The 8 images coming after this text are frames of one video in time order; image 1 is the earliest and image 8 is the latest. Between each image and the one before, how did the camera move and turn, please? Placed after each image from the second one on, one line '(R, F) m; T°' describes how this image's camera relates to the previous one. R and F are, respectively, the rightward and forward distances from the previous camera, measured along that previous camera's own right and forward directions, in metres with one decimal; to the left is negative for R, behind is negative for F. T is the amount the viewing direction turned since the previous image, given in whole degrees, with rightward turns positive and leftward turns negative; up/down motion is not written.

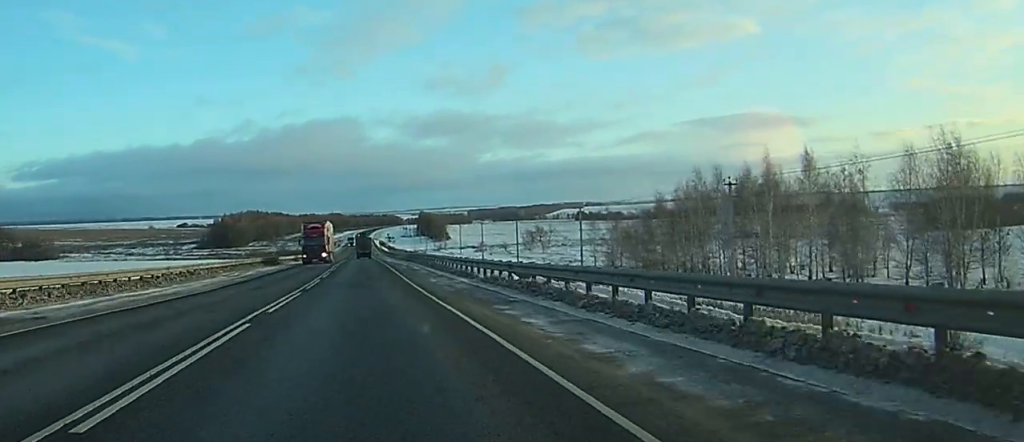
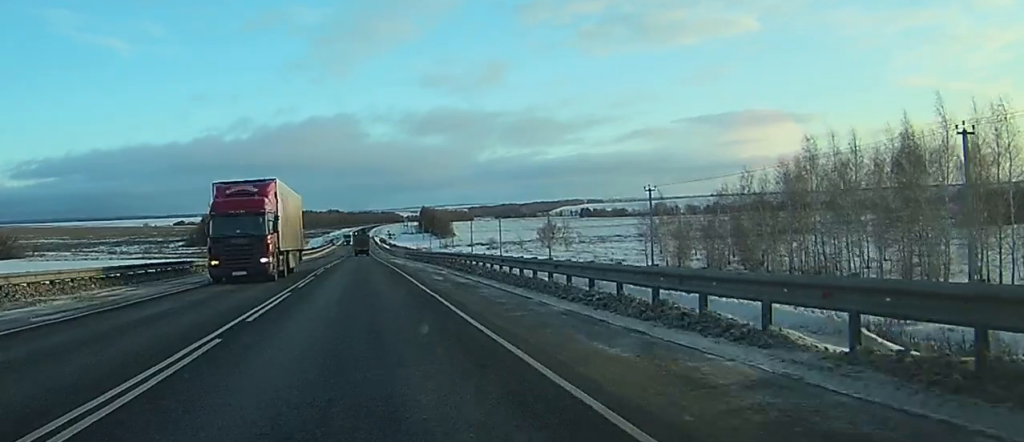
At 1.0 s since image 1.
(0.0, +26.5) m; 0°
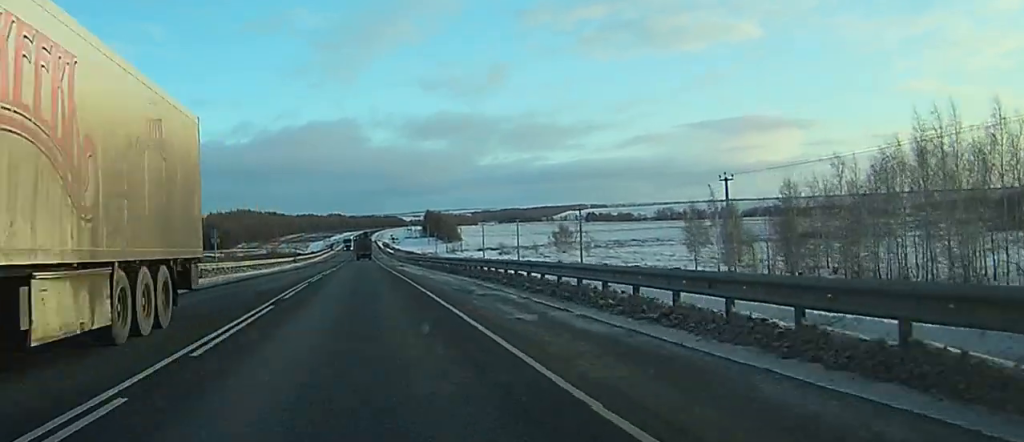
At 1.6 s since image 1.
(0.0, +16.8) m; 0°
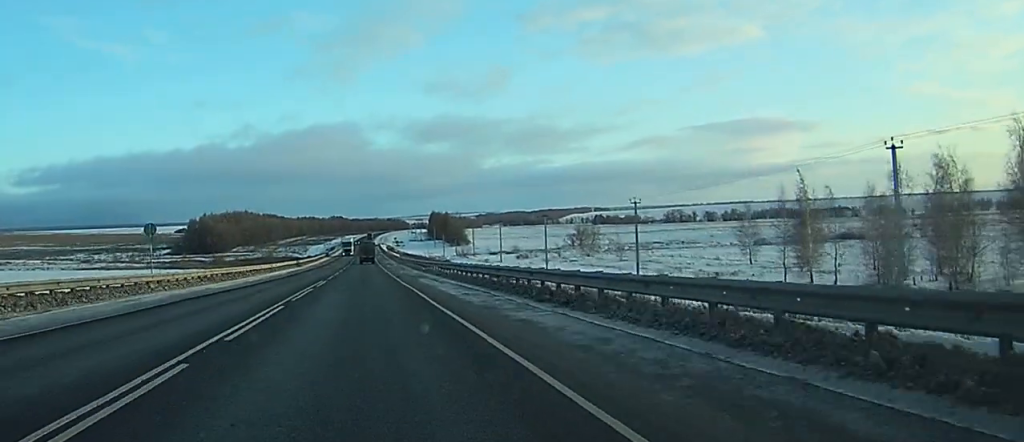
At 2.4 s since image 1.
(-0.1, +21.3) m; 0°
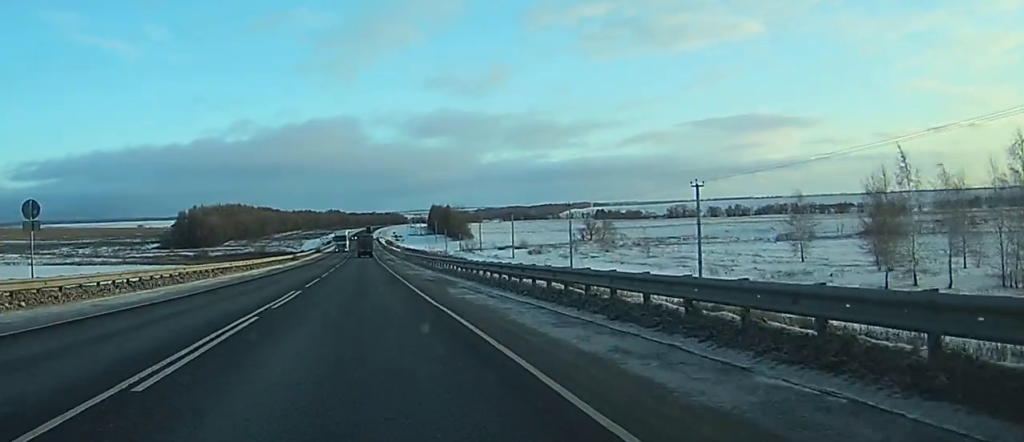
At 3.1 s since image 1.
(+0.1, +16.9) m; 0°
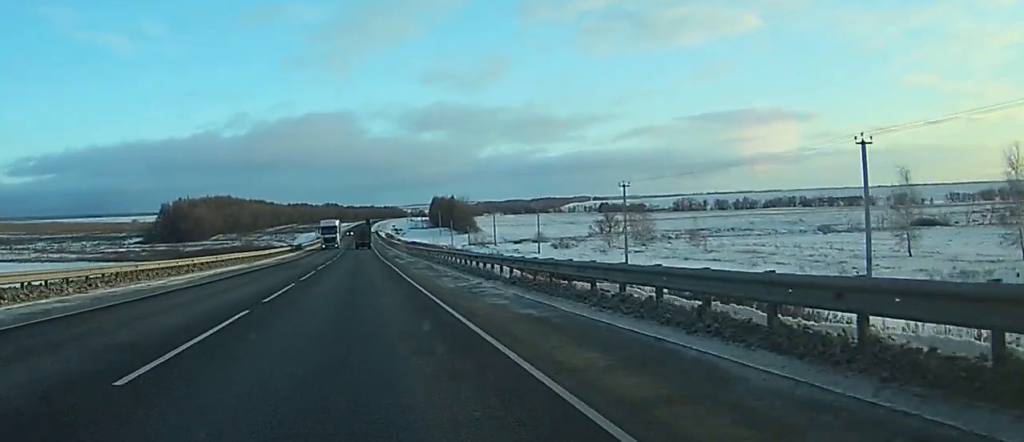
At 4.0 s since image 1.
(-0.1, +24.7) m; 0°
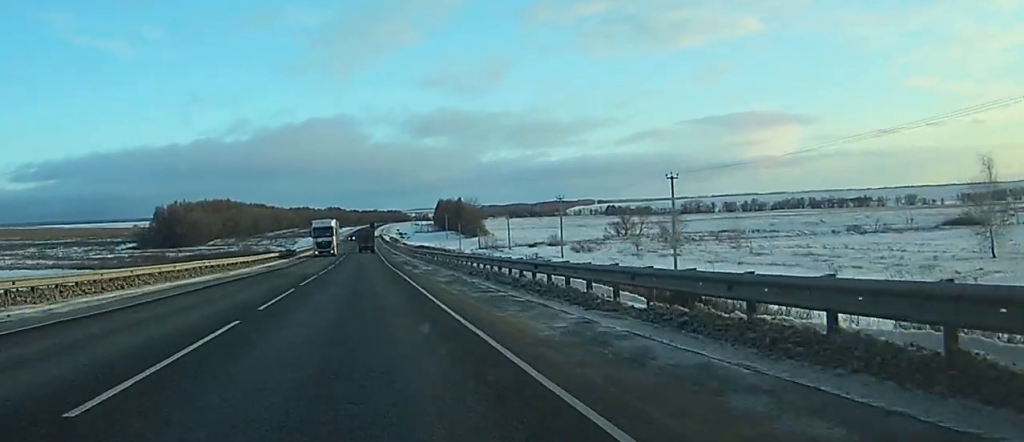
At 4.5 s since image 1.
(-0.1, +13.2) m; 0°
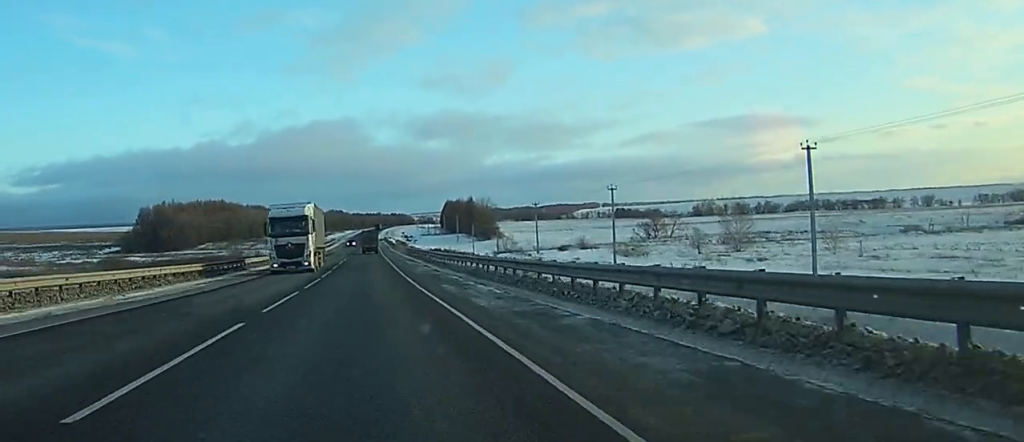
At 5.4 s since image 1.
(+0.2, +23.8) m; +1°
